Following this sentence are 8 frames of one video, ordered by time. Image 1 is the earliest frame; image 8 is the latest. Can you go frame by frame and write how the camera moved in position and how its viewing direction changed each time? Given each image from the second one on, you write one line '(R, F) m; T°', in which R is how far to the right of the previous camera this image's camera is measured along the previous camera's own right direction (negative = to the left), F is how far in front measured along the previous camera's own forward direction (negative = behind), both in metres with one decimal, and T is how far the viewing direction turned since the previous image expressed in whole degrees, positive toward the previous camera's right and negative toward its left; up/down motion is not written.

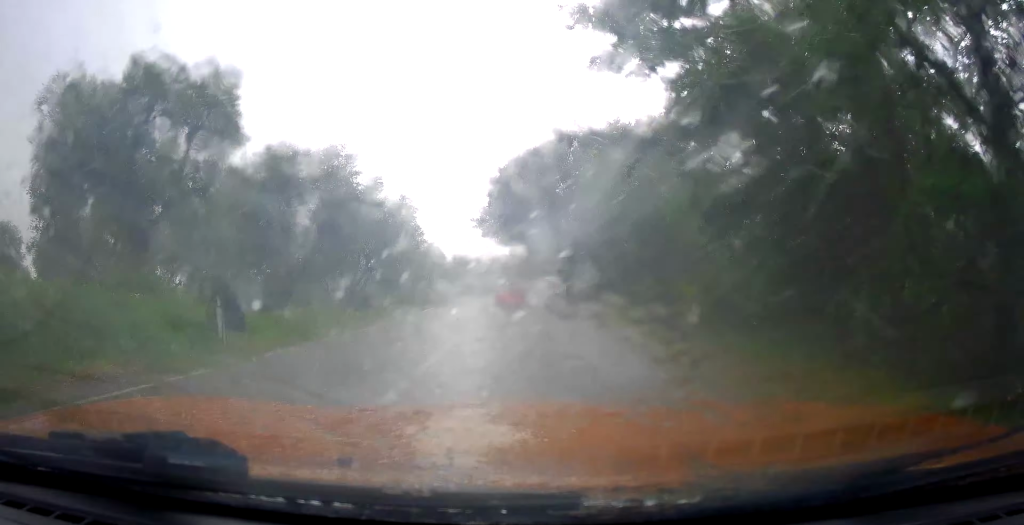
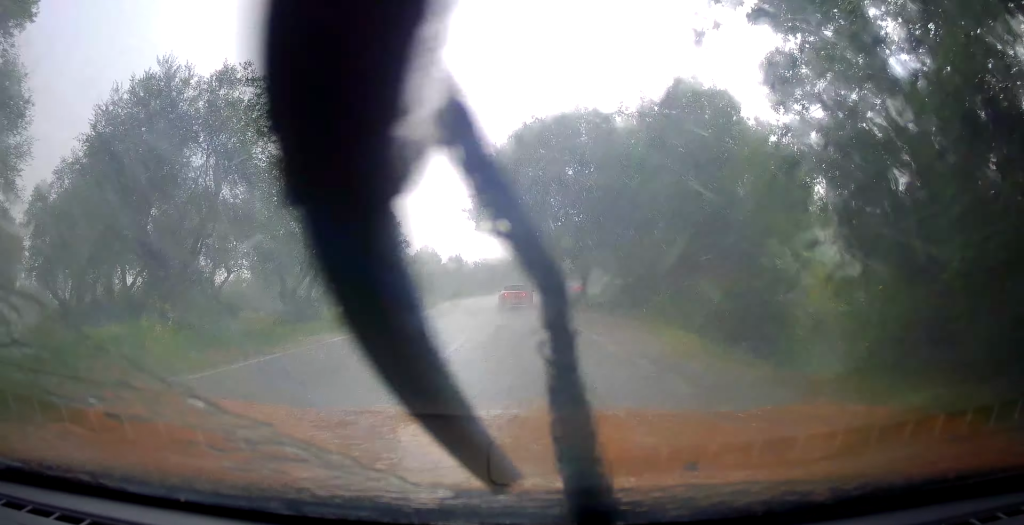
(0.0, +7.2) m; 0°
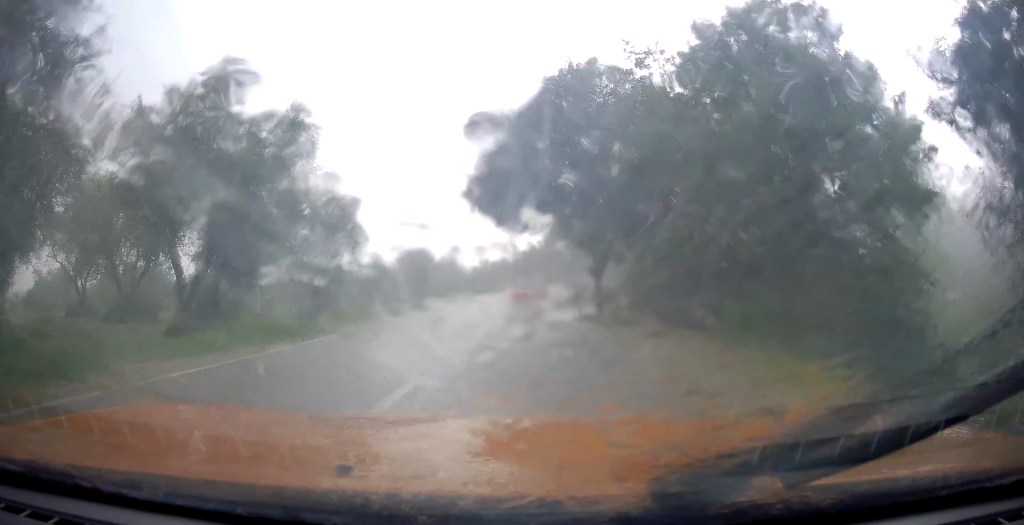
(0.0, +6.7) m; 0°
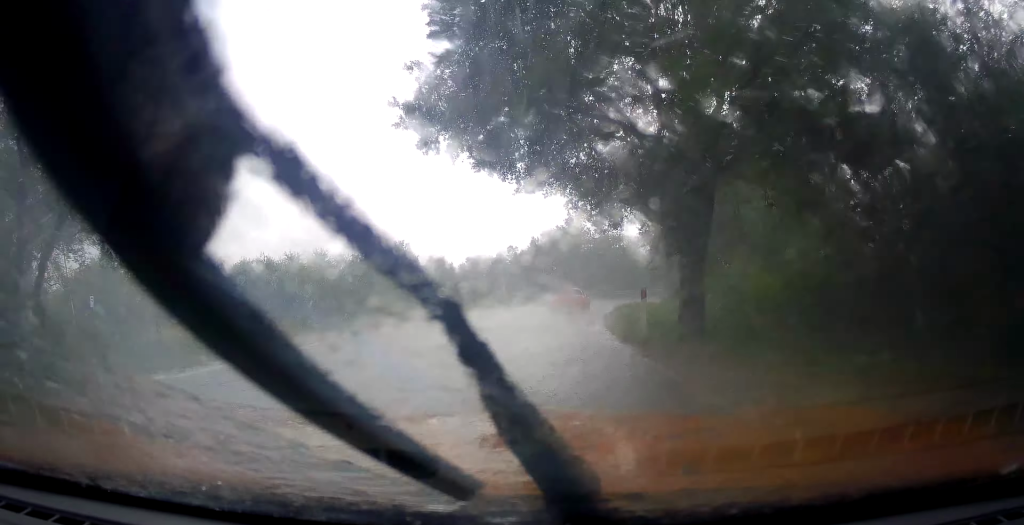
(+0.1, +14.3) m; +1°
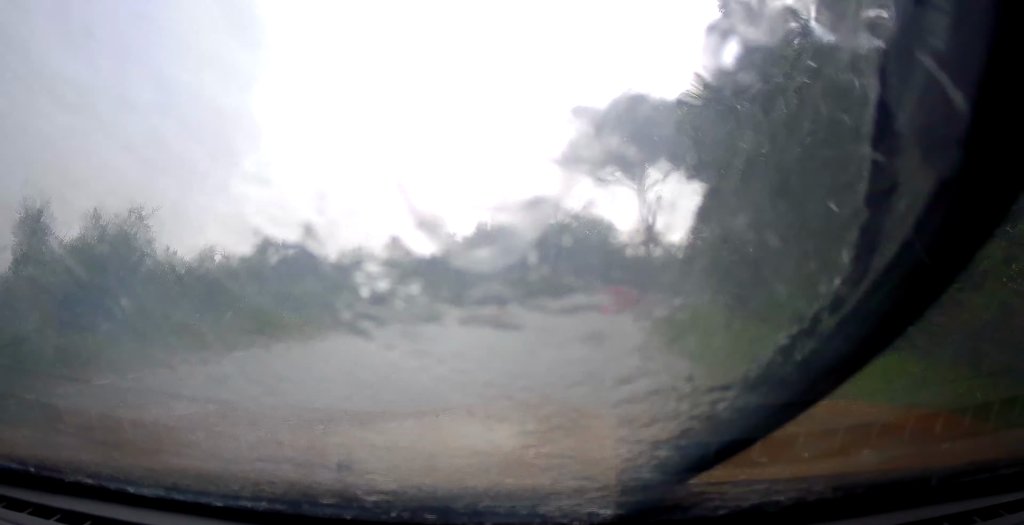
(+0.8, +16.8) m; +8°
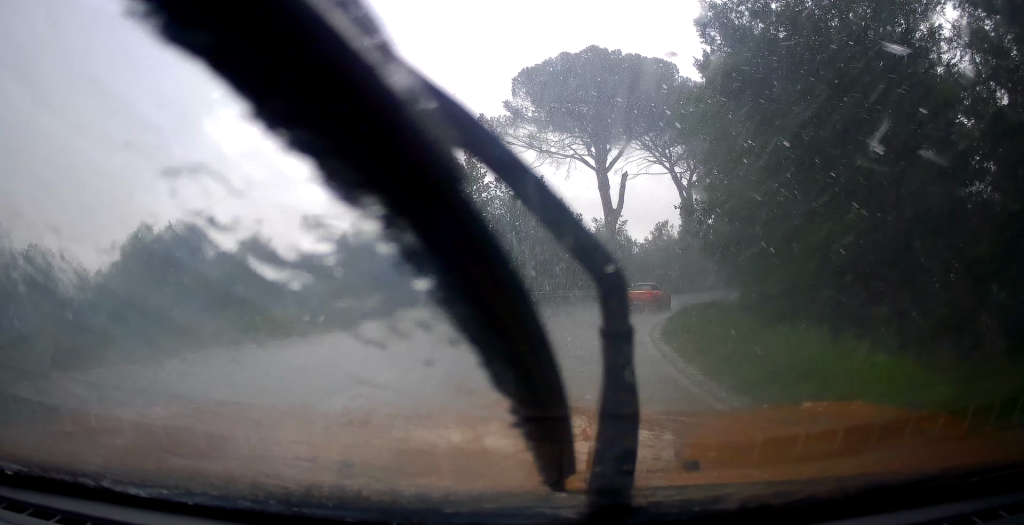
(+0.5, +10.1) m; +7°
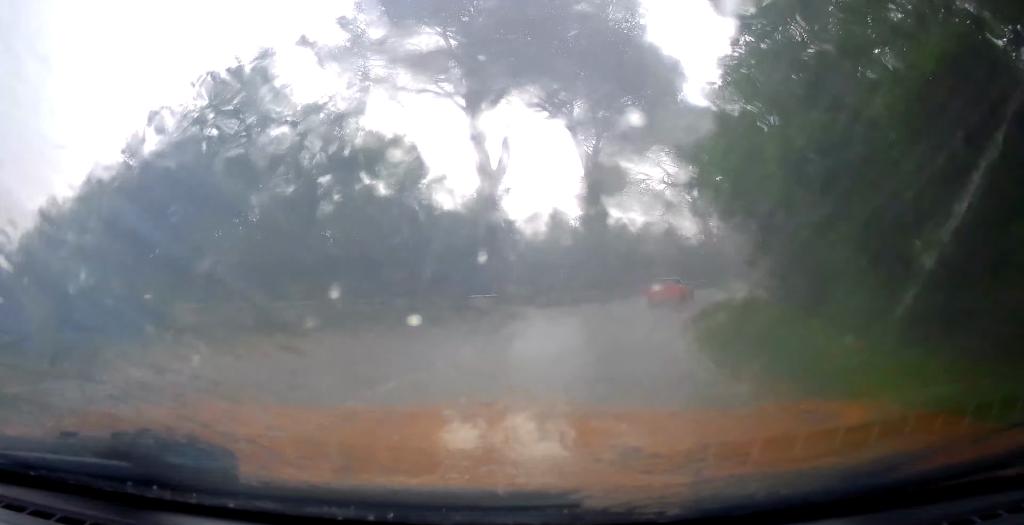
(+1.7, +16.0) m; +14°
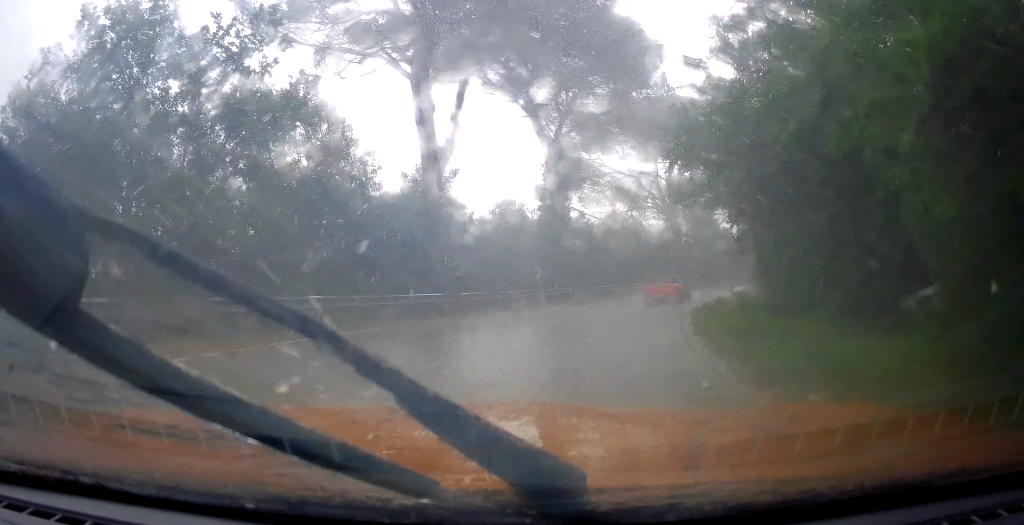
(+0.4, +4.5) m; +3°
